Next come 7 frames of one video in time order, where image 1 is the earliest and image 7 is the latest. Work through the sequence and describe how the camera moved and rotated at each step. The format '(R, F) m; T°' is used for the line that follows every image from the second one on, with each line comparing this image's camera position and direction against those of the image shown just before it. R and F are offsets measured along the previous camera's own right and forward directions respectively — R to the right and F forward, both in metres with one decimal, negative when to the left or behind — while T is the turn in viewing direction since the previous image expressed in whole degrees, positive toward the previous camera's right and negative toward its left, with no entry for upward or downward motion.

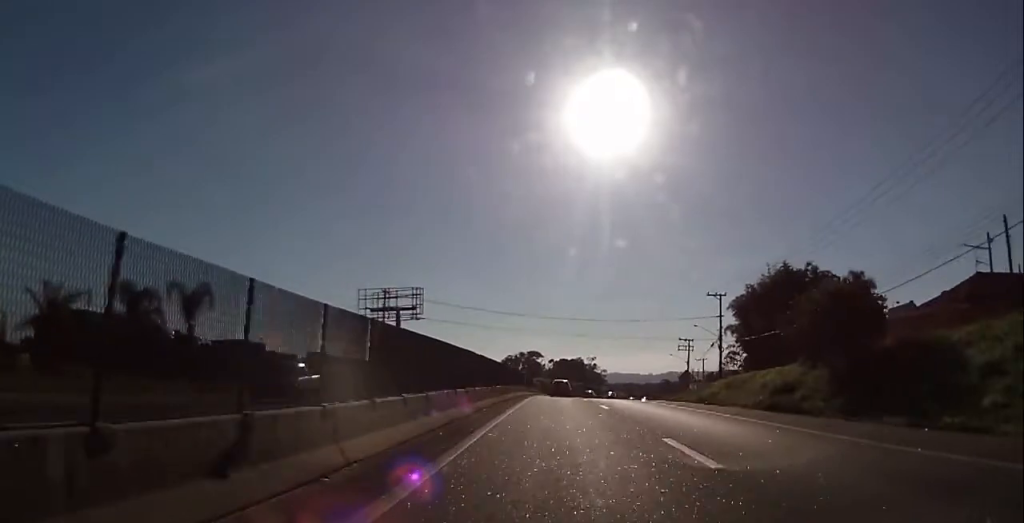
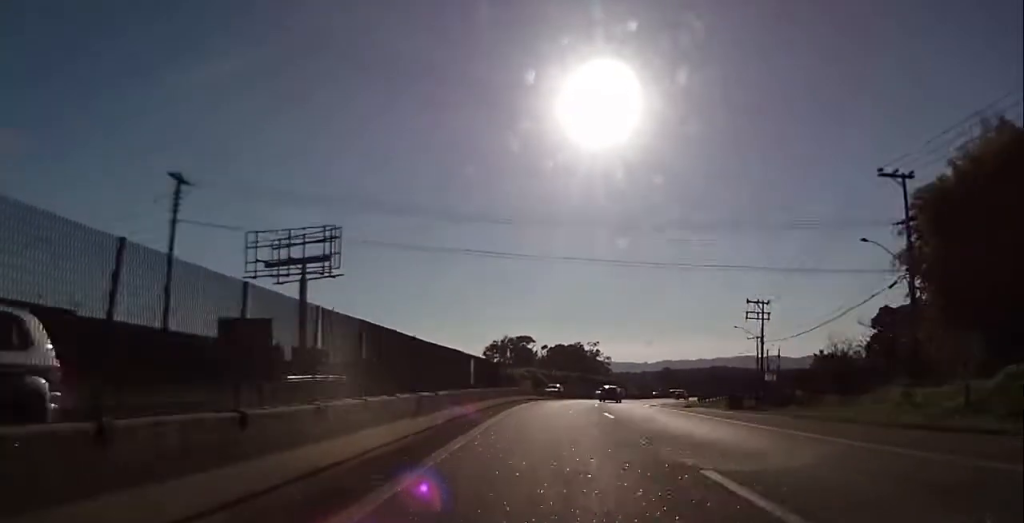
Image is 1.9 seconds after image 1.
(-0.1, +39.2) m; +1°
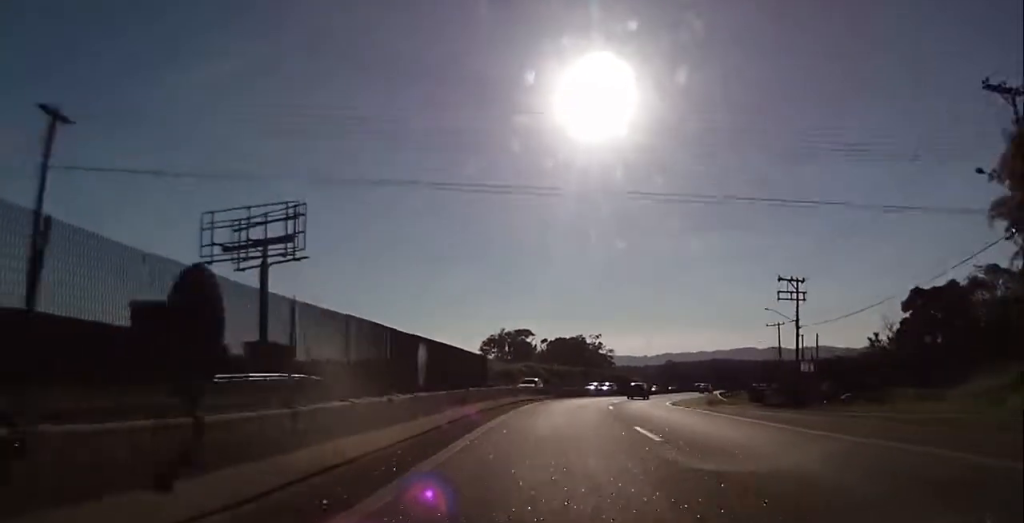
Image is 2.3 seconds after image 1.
(+0.3, +9.6) m; 0°
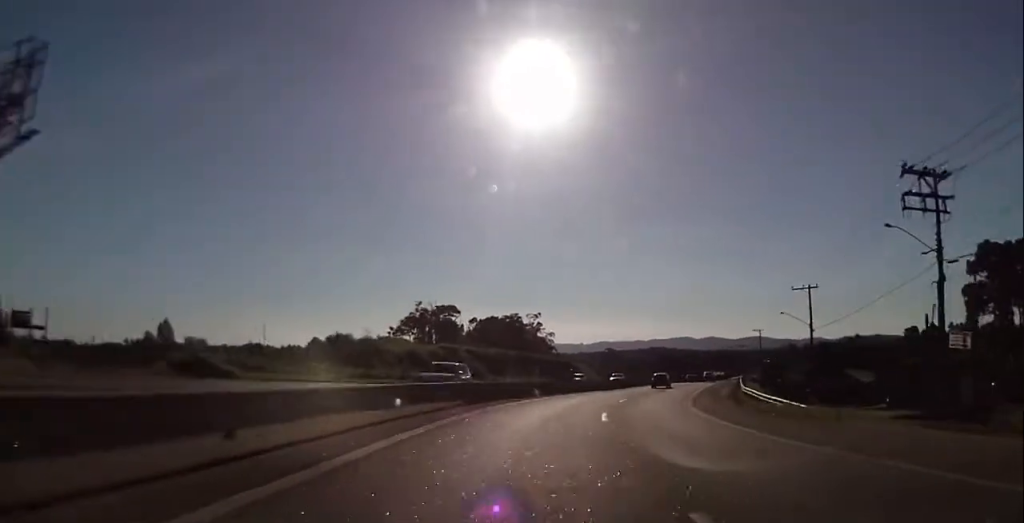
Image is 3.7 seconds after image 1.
(-0.2, +28.7) m; +3°
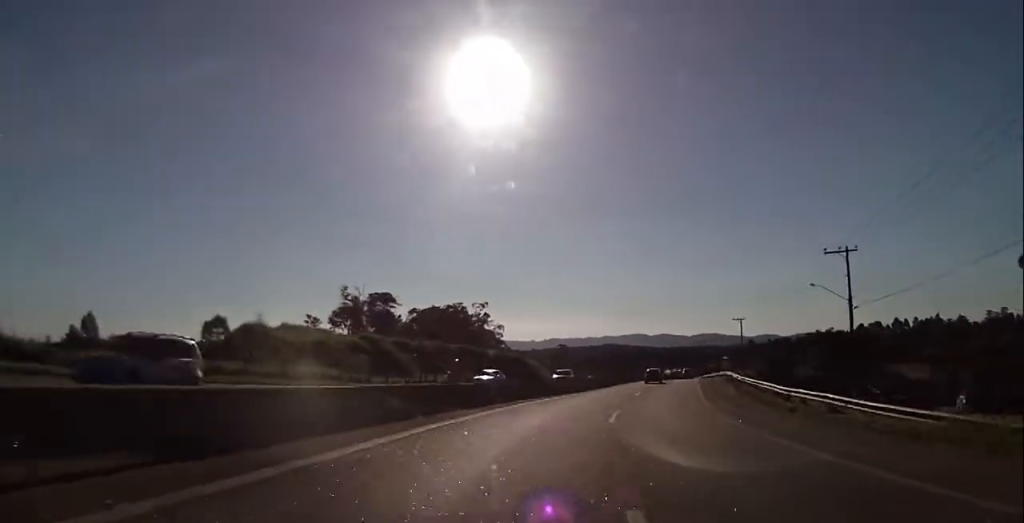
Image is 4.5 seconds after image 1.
(+0.6, +16.6) m; +5°
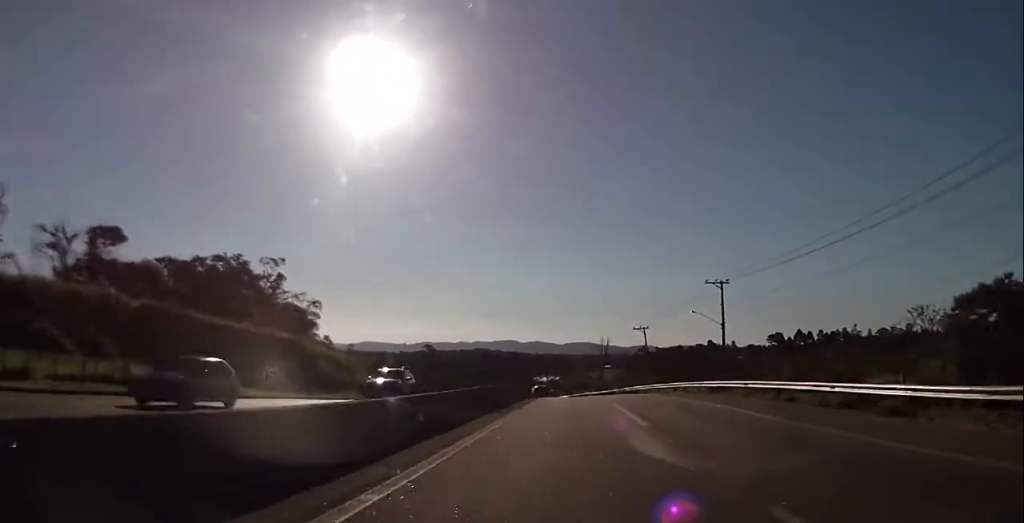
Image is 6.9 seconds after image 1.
(+5.1, +50.5) m; +9°
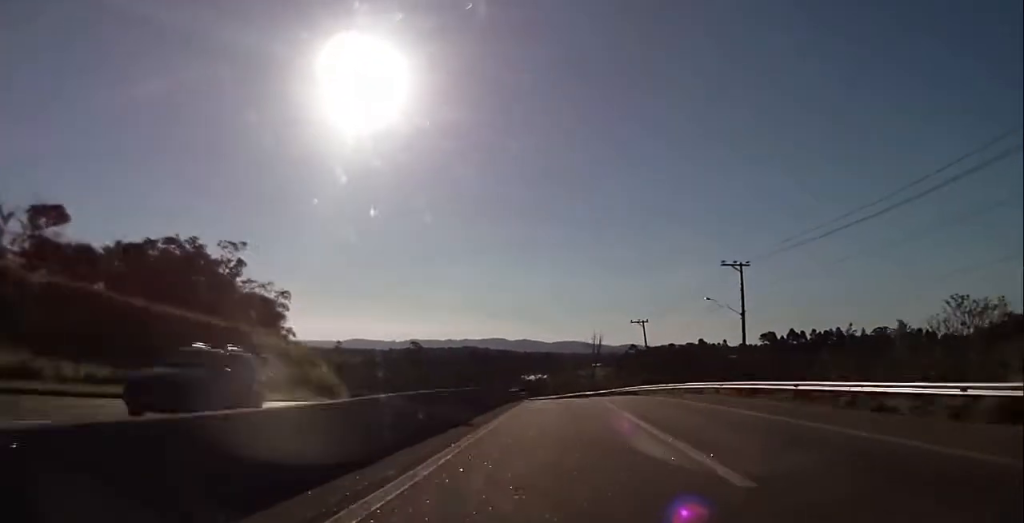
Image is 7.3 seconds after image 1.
(-0.2, +9.0) m; +1°
